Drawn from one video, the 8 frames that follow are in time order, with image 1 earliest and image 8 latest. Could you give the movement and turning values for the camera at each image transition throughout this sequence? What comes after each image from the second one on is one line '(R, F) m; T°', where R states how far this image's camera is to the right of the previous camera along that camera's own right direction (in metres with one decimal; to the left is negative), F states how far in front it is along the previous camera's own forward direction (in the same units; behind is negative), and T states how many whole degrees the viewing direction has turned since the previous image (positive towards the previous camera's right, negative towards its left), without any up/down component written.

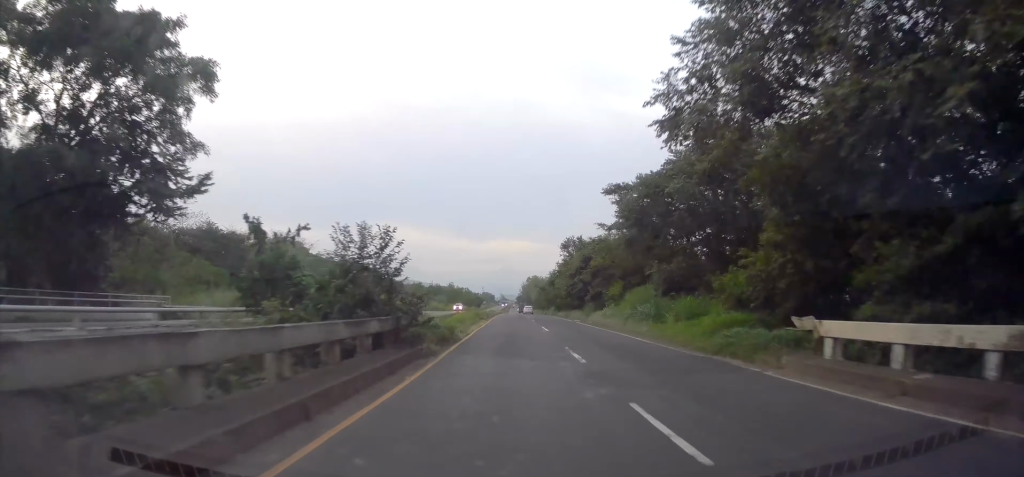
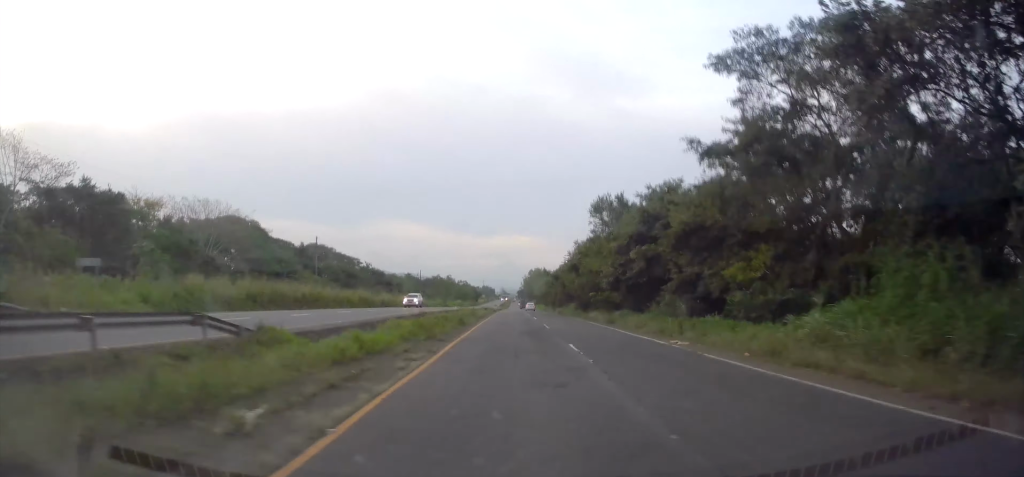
(-0.6, +30.8) m; -1°
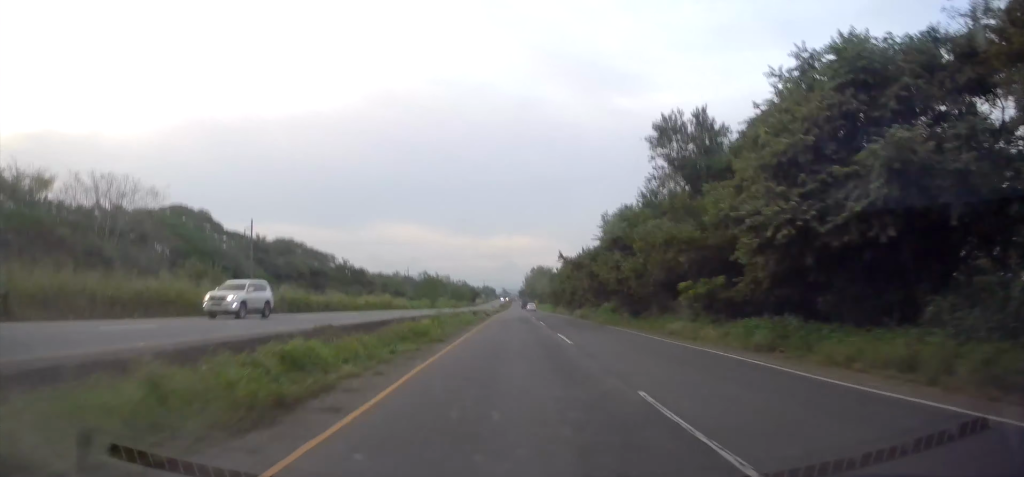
(+0.2, +23.6) m; 0°
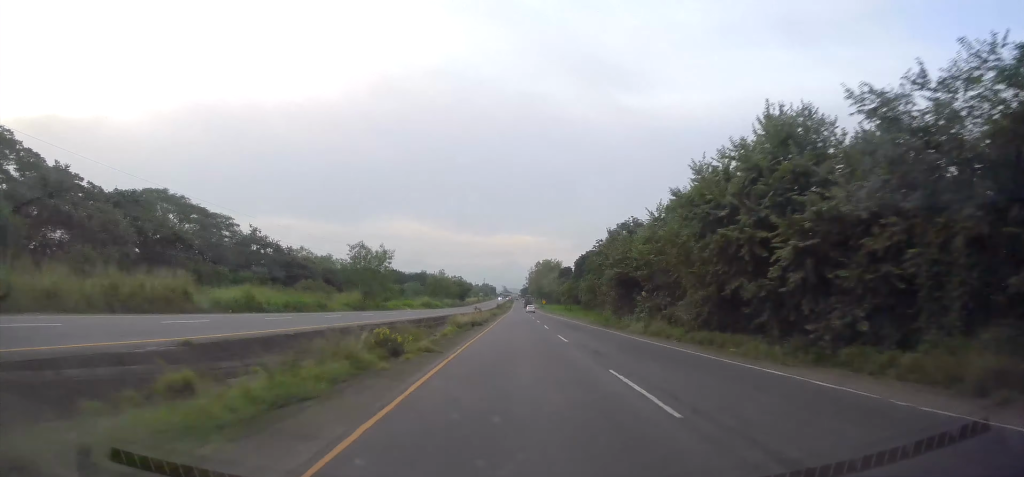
(+0.3, +55.0) m; 0°
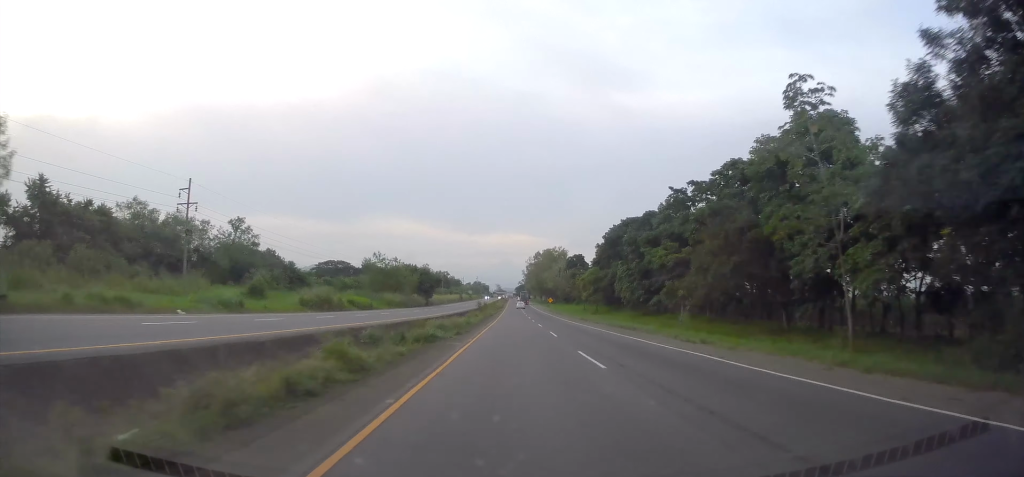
(-0.2, +62.4) m; 0°
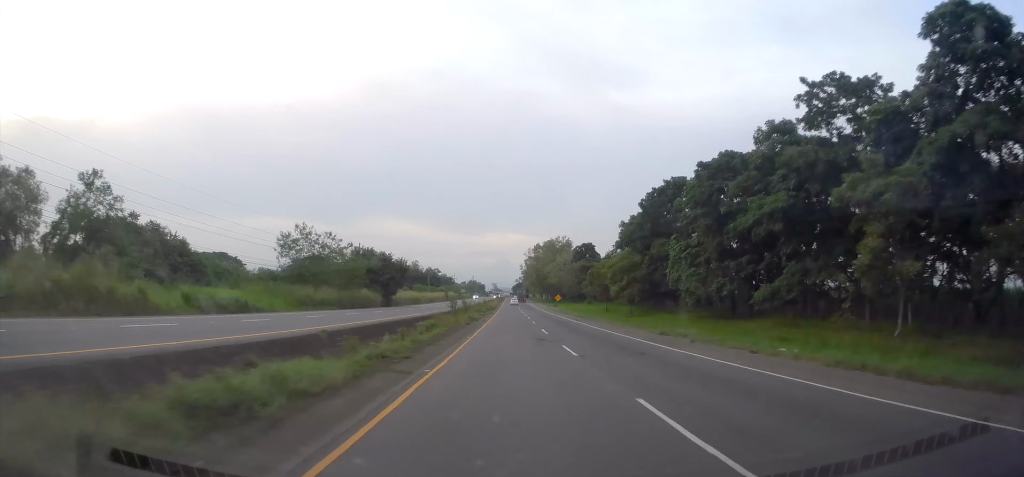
(+0.3, +32.8) m; +1°
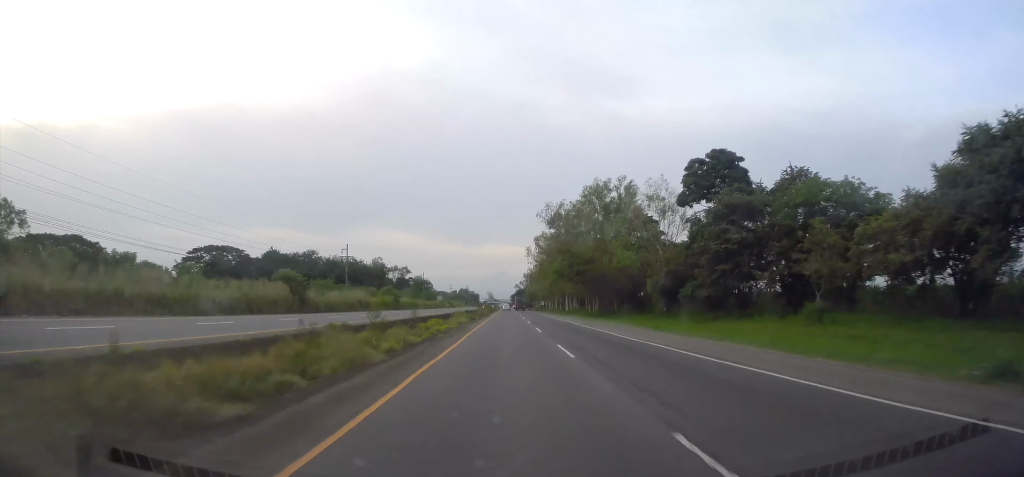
(-1.1, +109.2) m; -1°
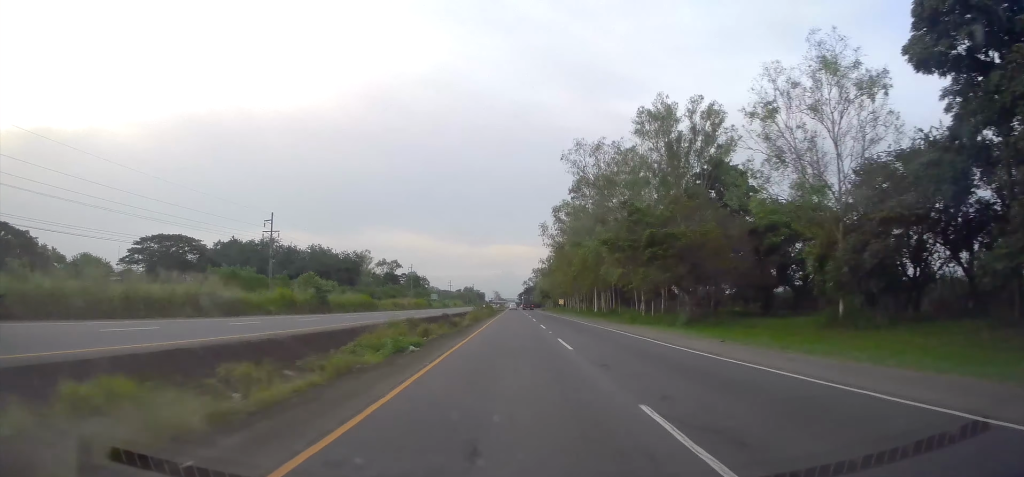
(+0.1, +38.3) m; +1°
